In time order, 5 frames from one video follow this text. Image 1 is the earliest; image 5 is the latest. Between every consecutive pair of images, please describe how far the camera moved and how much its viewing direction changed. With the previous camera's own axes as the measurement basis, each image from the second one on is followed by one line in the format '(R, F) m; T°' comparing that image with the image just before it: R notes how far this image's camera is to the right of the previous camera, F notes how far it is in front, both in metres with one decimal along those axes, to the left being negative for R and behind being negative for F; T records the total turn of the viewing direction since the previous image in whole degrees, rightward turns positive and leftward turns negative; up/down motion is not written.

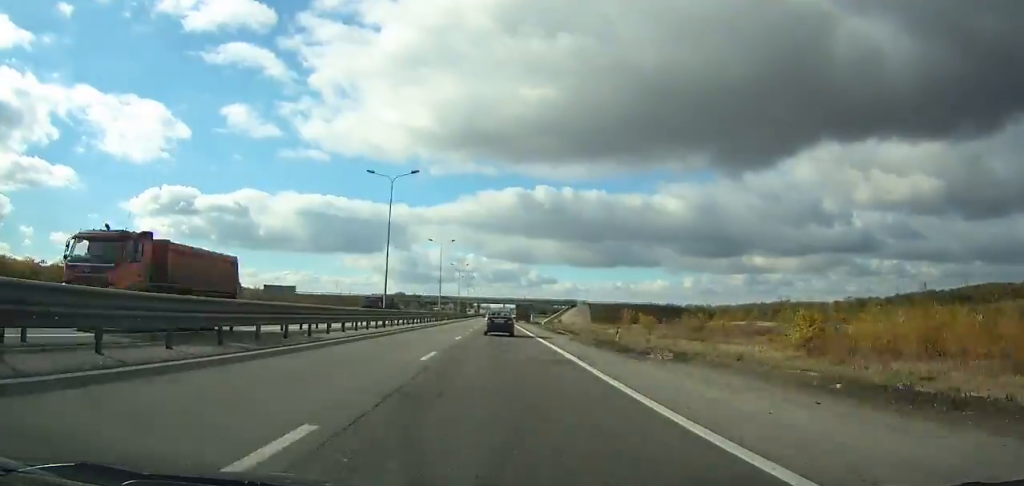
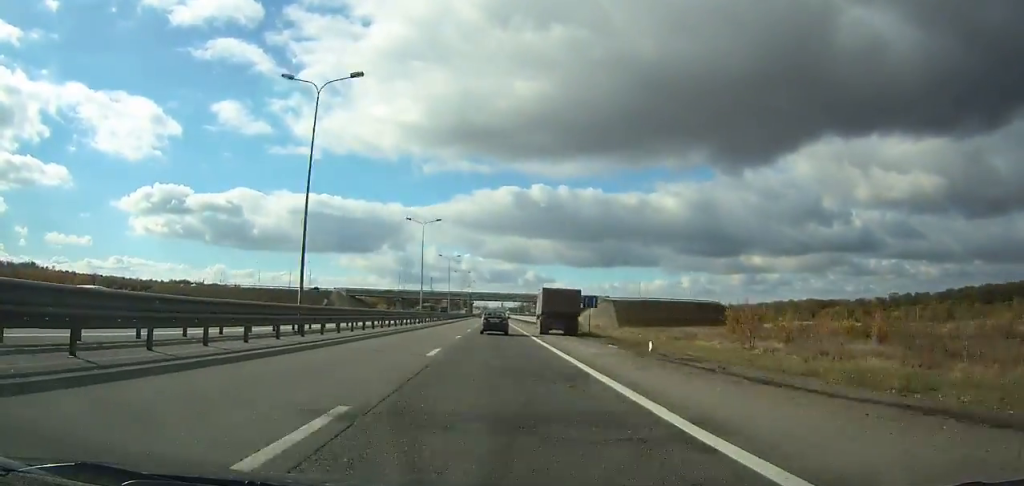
(+0.2, +57.1) m; 0°
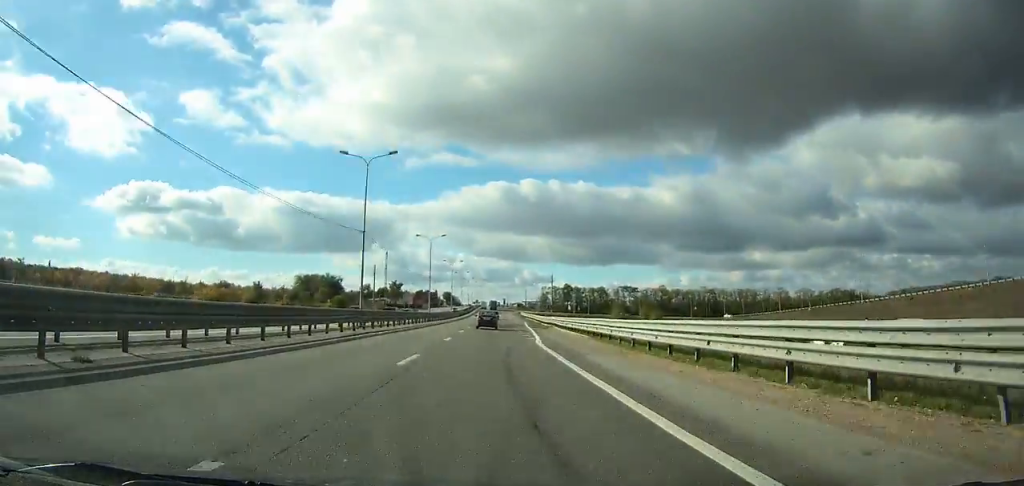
(-0.3, +237.7) m; 0°
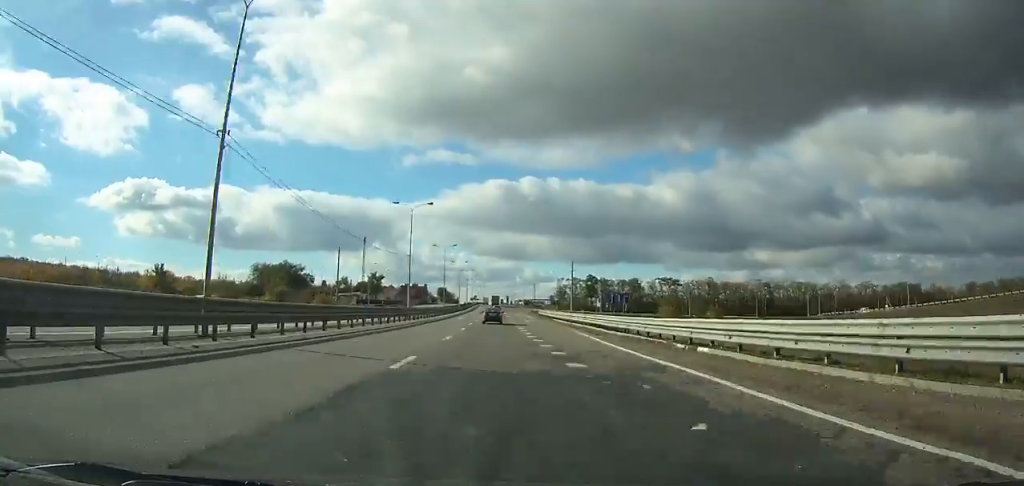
(-0.1, +63.9) m; 0°
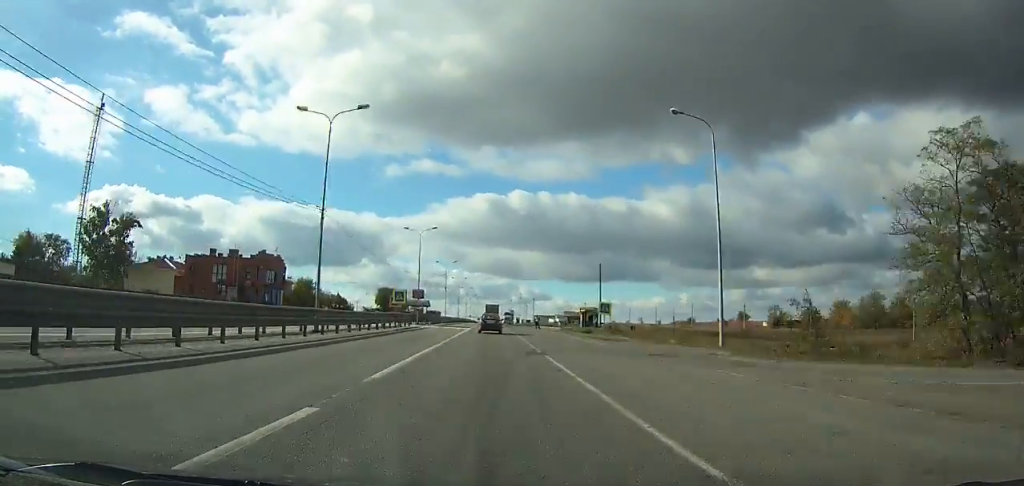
(+0.5, +190.0) m; 0°
